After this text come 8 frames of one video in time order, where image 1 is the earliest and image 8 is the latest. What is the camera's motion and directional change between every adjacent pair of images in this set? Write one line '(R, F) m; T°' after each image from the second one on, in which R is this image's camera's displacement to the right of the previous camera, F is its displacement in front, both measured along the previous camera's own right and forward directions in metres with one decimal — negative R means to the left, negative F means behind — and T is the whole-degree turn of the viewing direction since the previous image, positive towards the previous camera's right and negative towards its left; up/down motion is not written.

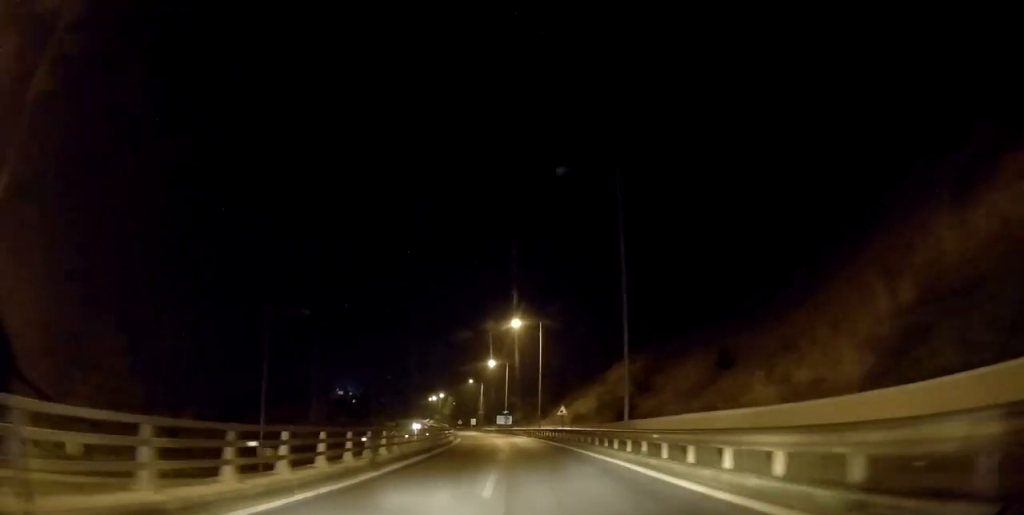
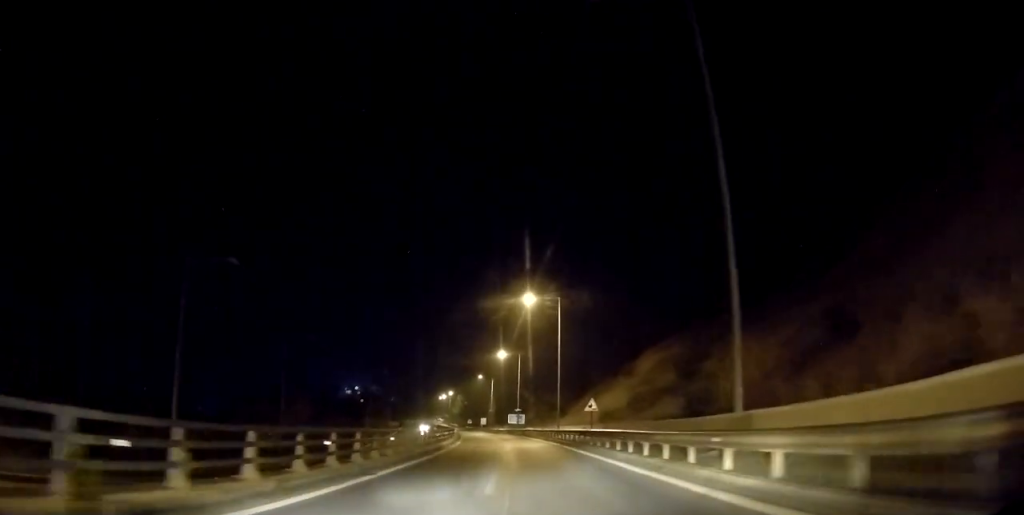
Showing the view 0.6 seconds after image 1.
(0.0, +11.8) m; -1°
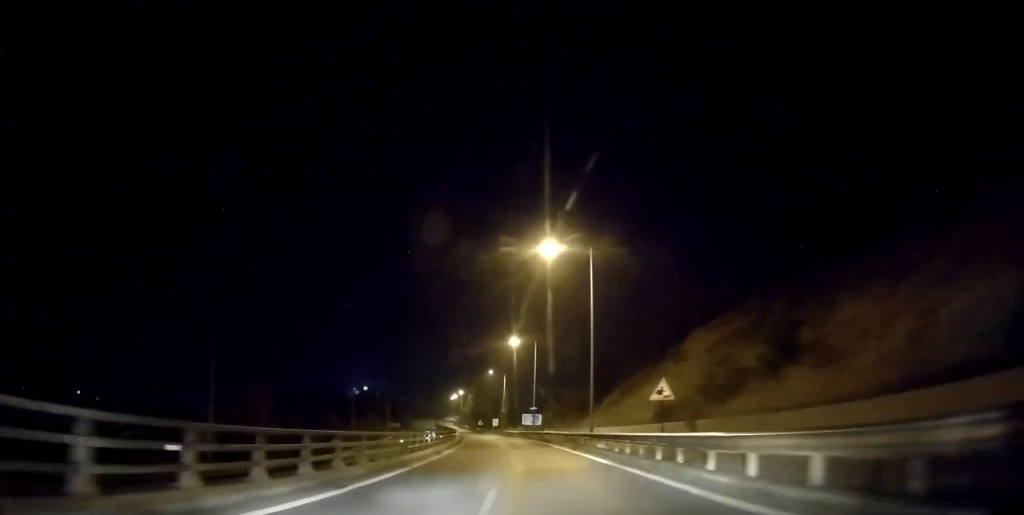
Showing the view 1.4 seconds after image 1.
(-0.4, +14.8) m; -2°
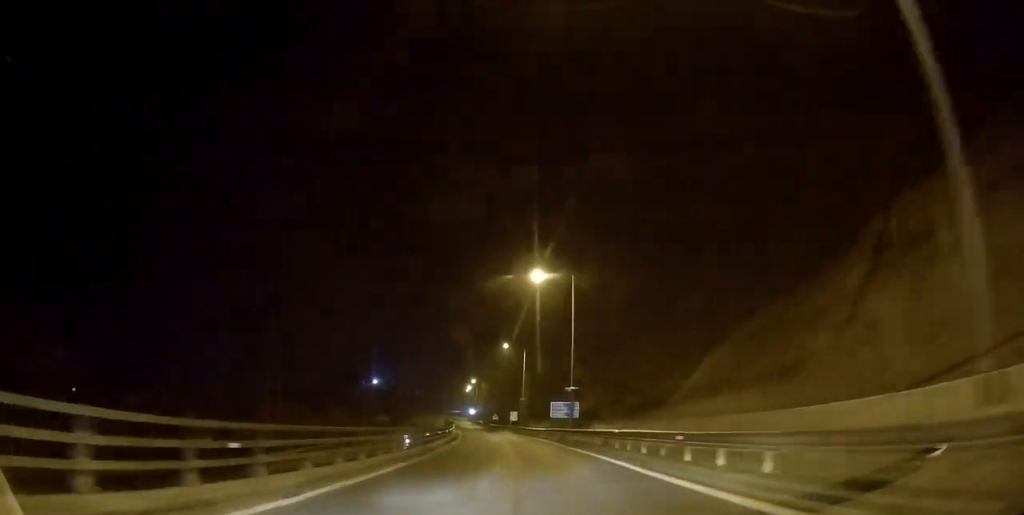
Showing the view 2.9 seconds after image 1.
(-1.0, +30.1) m; -3°
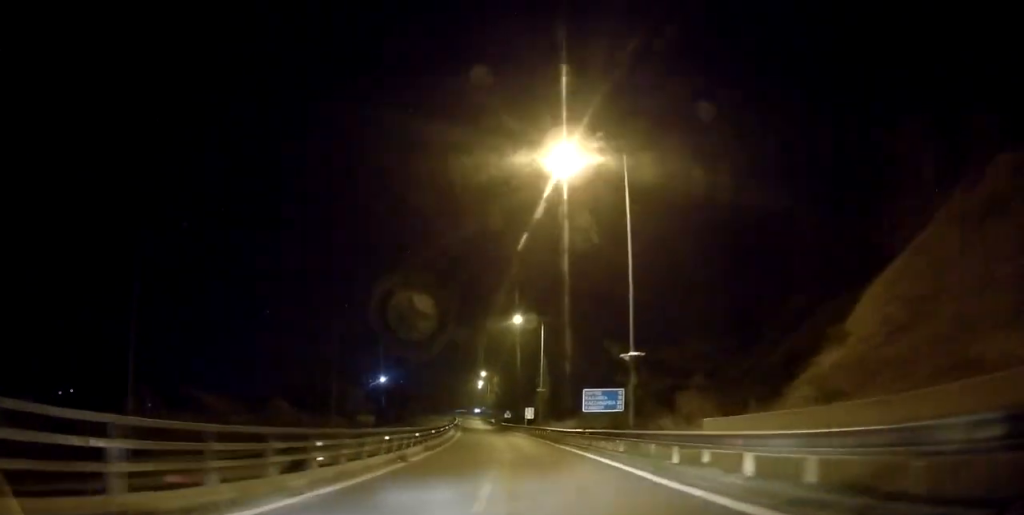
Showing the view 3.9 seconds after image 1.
(-0.2, +19.3) m; -1°
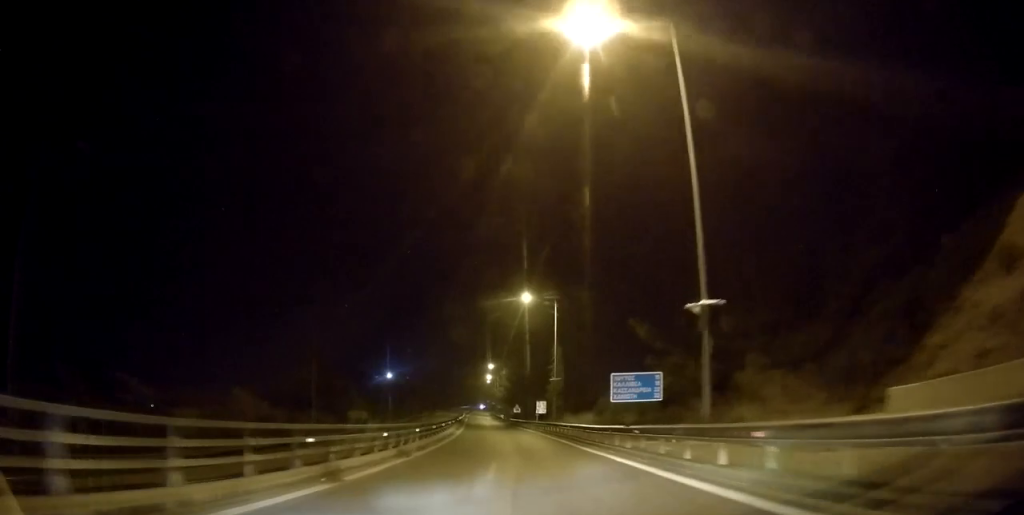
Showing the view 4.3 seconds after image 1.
(+0.1, +8.7) m; 0°
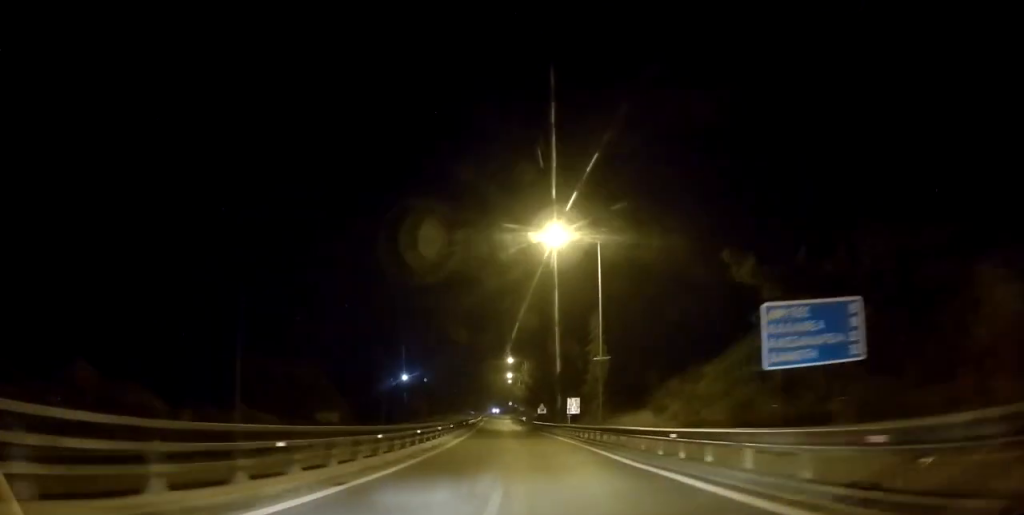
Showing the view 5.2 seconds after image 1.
(-0.2, +18.3) m; -2°
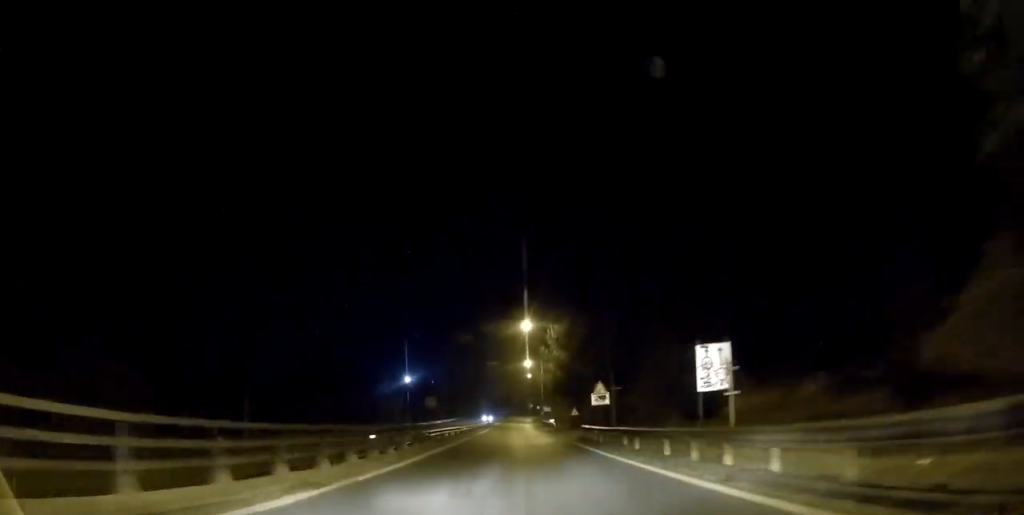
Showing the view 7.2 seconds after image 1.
(-0.9, +40.9) m; -2°
